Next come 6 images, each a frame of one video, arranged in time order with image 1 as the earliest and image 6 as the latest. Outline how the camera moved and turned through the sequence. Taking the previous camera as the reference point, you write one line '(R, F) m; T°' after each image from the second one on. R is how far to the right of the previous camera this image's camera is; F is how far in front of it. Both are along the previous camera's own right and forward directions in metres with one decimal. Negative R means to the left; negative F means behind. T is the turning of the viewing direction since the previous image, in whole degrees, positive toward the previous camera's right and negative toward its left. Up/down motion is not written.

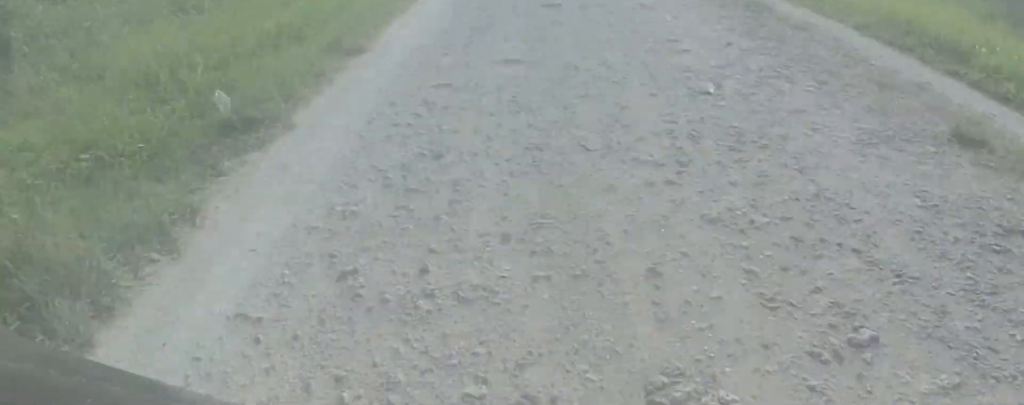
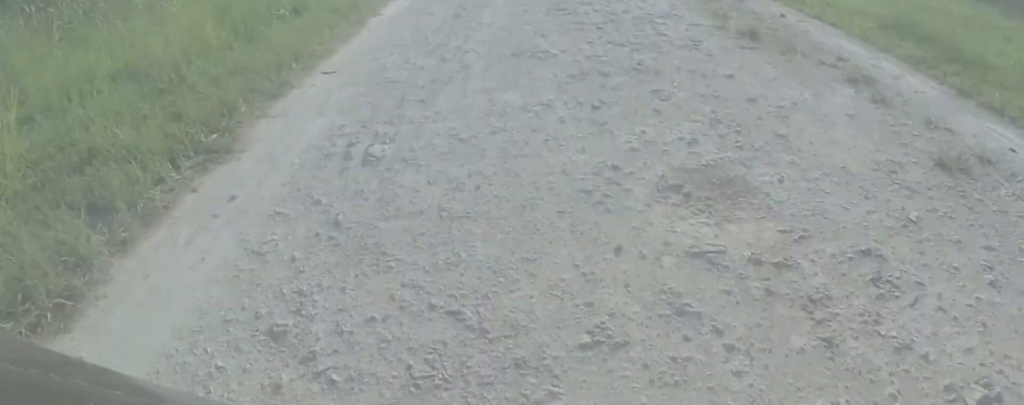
(-0.7, +17.1) m; 0°
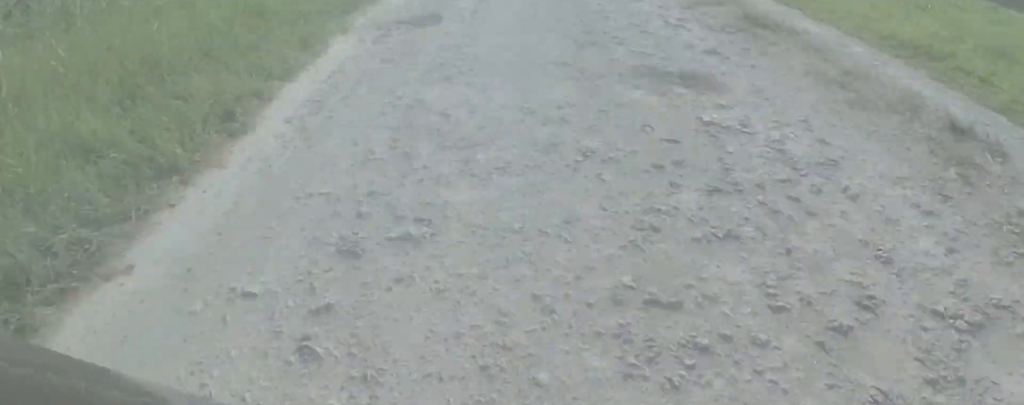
(+0.6, +4.2) m; 0°
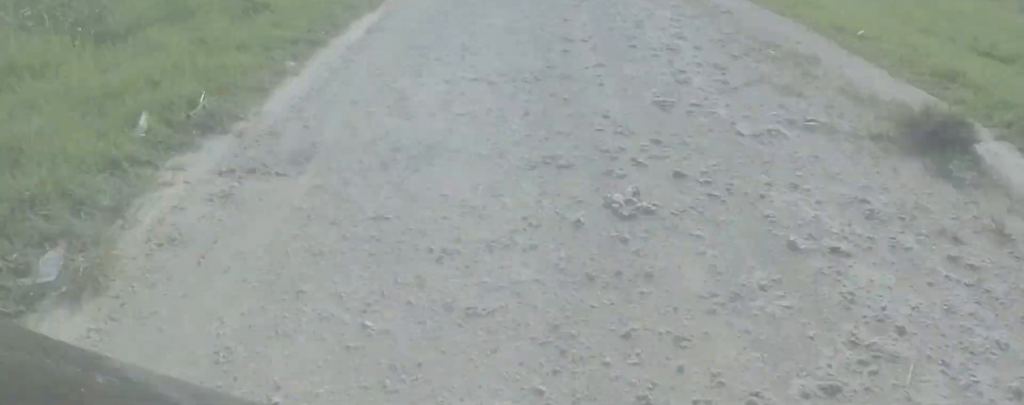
(+0.4, +9.7) m; 0°
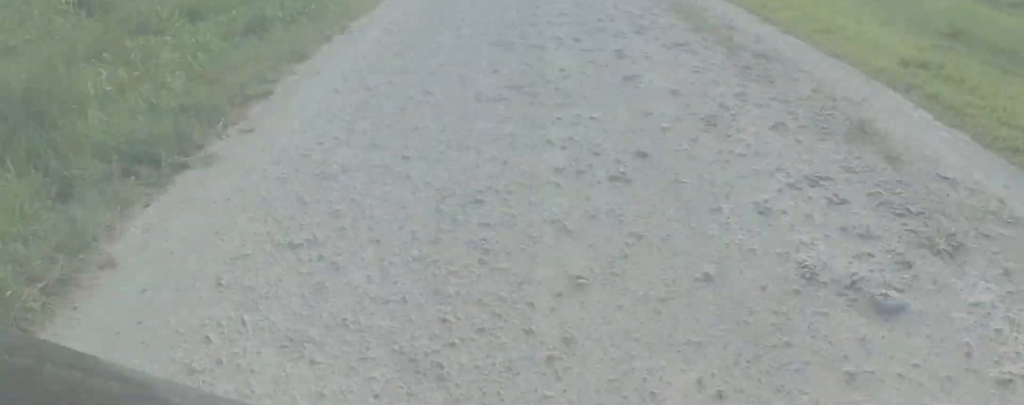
(-0.8, +6.9) m; -1°
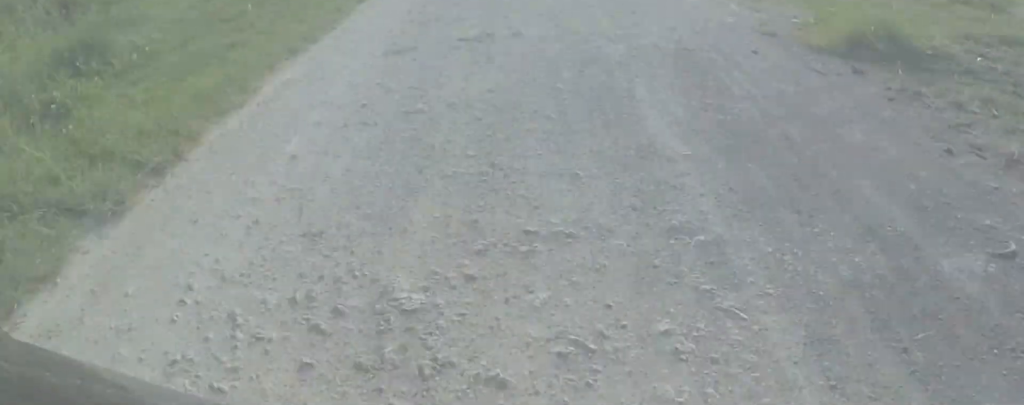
(+0.6, +14.4) m; +1°
